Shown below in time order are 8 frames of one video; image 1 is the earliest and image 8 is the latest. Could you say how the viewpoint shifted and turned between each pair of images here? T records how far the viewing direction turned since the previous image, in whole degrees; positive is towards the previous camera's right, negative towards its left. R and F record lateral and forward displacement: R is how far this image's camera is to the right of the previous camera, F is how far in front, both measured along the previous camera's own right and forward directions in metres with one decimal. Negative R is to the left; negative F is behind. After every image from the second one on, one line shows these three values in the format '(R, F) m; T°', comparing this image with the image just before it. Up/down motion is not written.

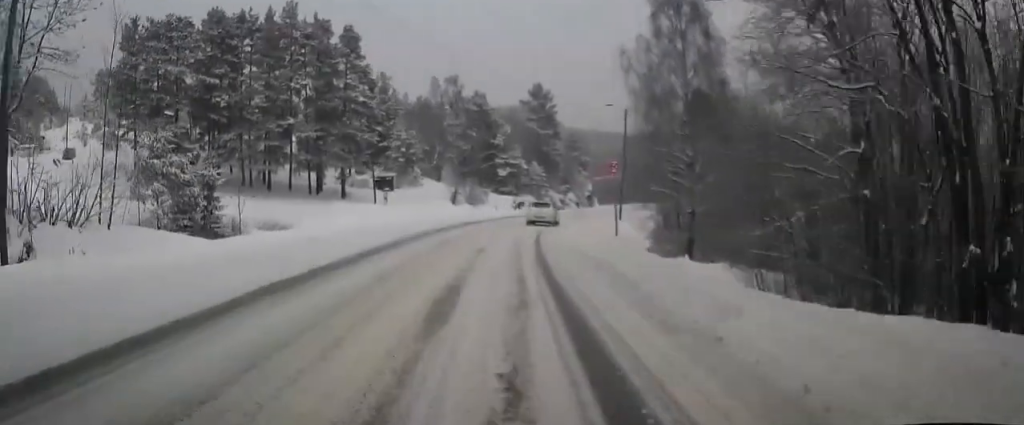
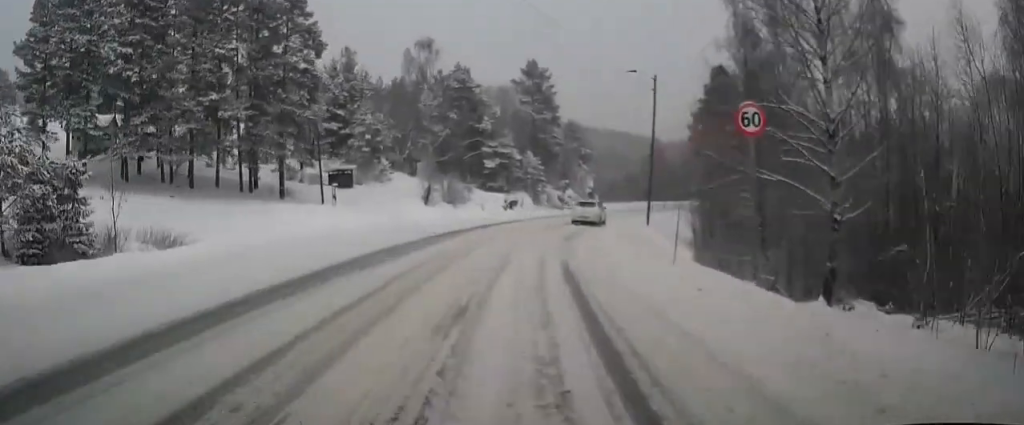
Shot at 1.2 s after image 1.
(0.0, +15.0) m; +1°
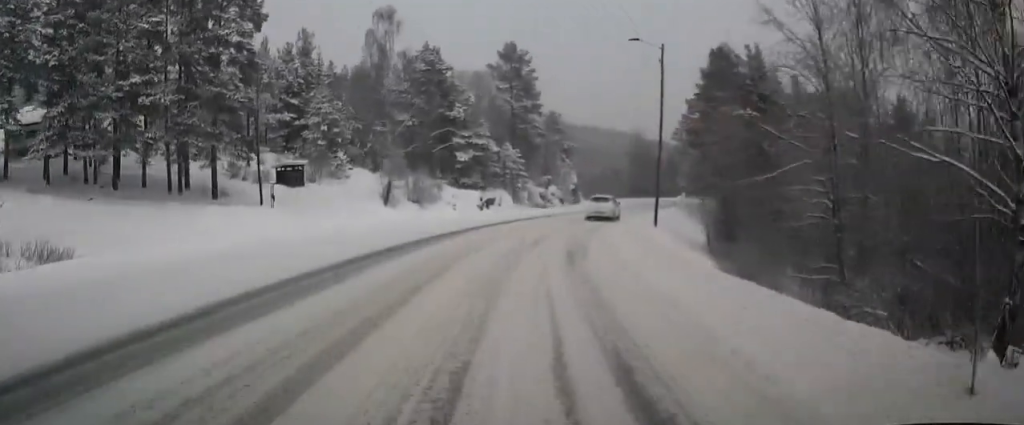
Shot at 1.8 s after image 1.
(-0.1, +8.2) m; +2°
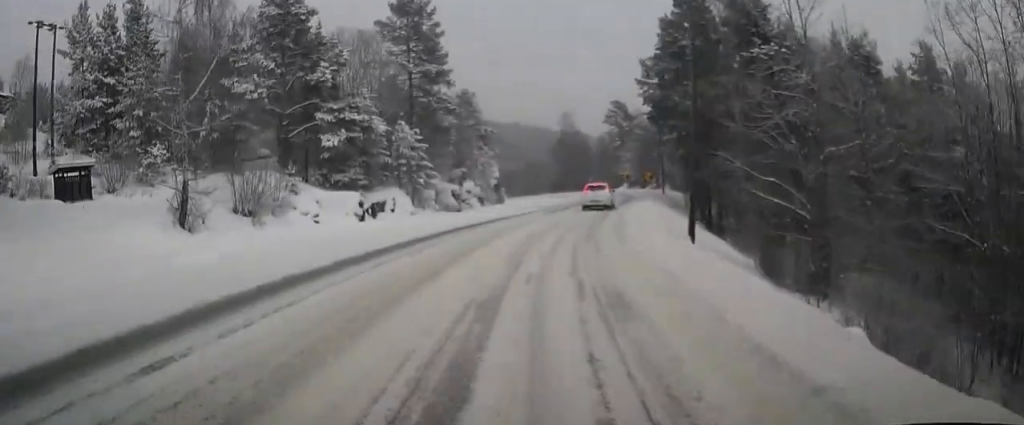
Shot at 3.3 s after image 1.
(+1.4, +18.9) m; +7°
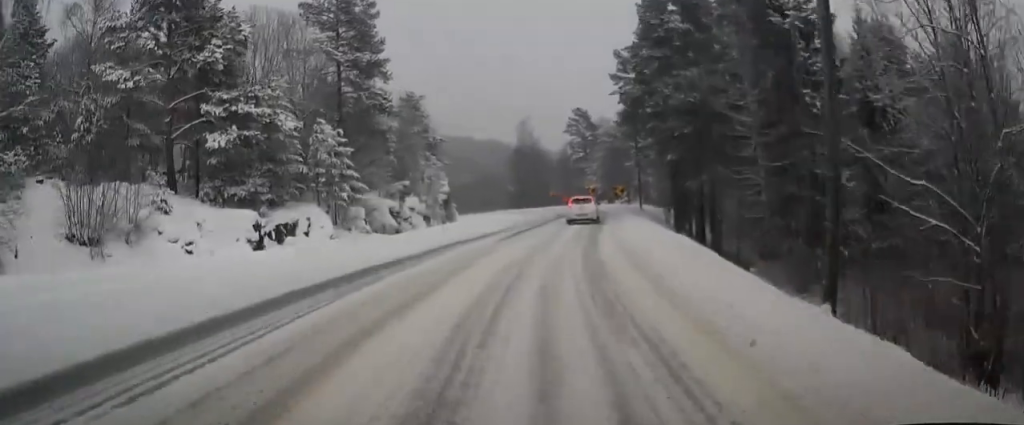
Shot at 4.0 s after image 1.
(+0.2, +9.6) m; +3°
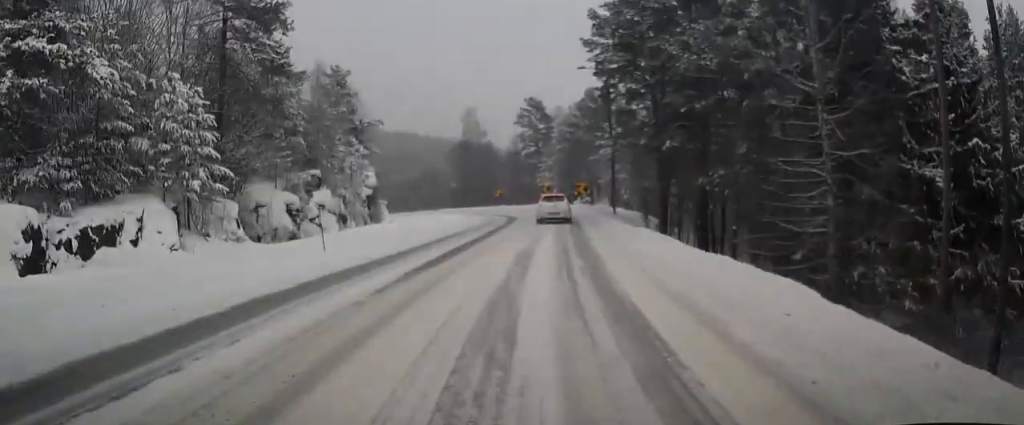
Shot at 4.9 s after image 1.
(+0.2, +12.0) m; +4°
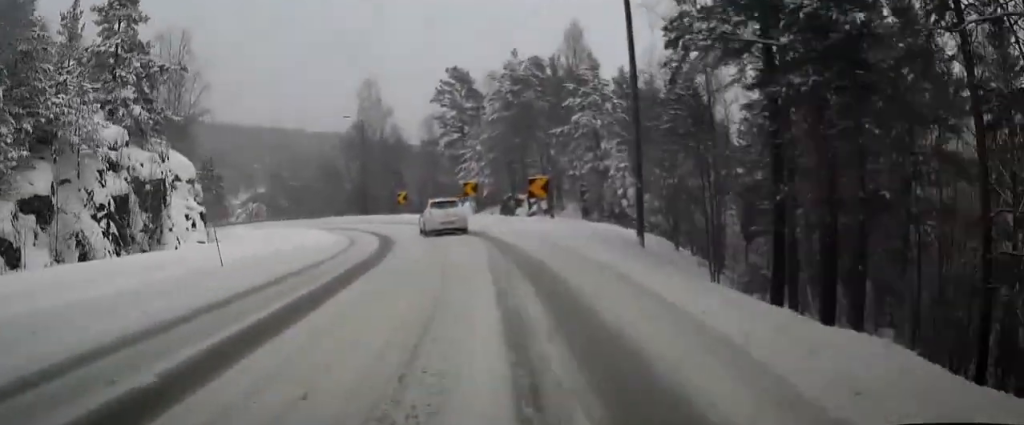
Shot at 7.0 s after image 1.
(+2.7, +27.1) m; +9°
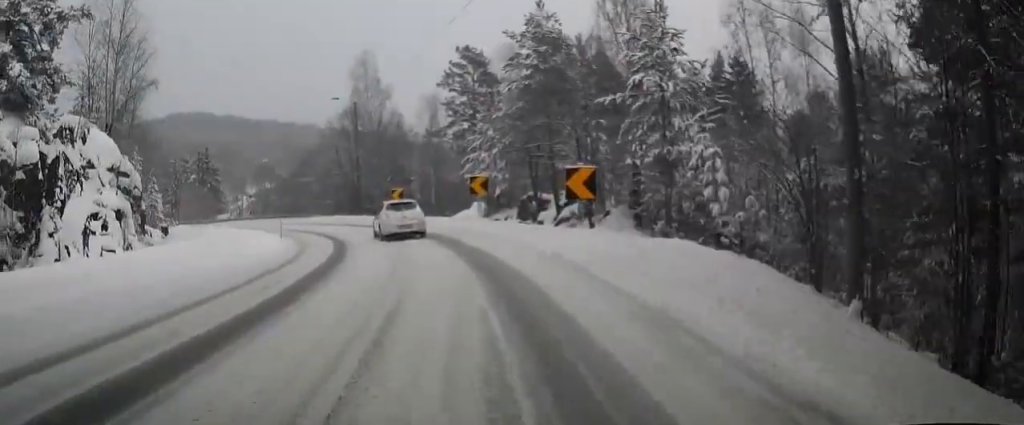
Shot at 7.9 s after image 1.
(+0.3, +10.9) m; -1°
